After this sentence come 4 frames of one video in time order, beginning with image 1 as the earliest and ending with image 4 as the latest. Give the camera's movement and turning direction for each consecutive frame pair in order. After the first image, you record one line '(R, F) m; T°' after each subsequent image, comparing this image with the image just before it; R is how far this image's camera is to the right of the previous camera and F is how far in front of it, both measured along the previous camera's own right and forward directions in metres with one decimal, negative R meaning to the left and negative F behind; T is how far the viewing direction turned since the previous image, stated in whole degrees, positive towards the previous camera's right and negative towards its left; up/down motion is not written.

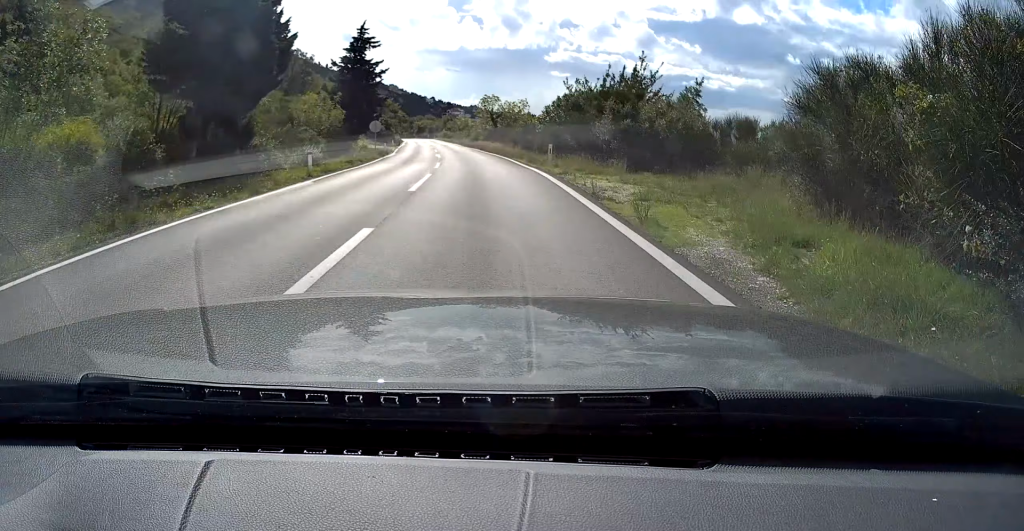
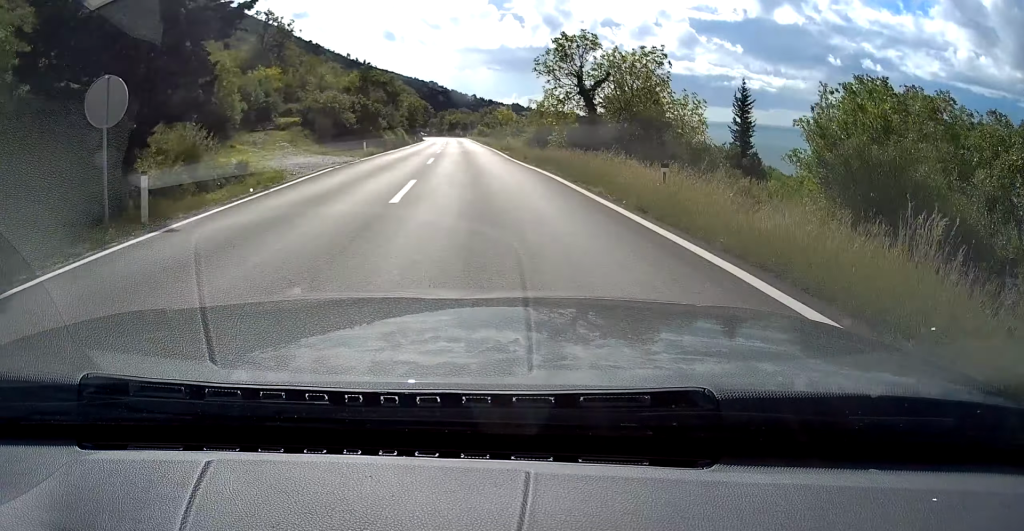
(-0.9, +40.8) m; -3°
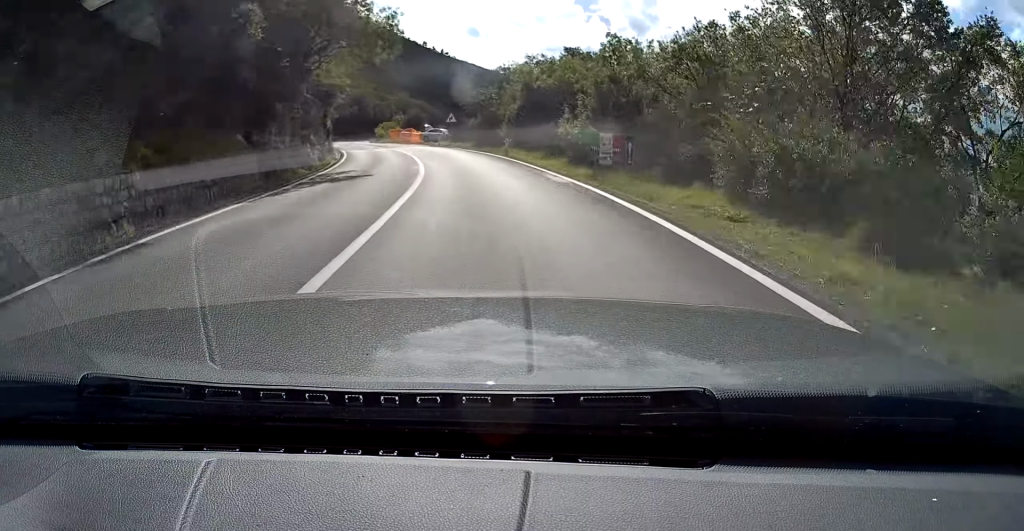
(-6.6, +126.3) m; -7°
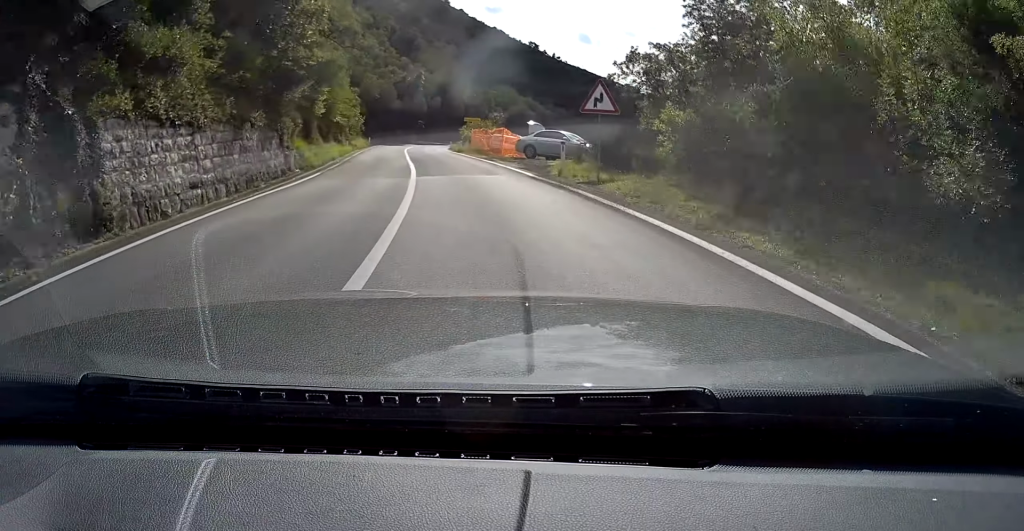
(-1.5, +34.0) m; -6°
